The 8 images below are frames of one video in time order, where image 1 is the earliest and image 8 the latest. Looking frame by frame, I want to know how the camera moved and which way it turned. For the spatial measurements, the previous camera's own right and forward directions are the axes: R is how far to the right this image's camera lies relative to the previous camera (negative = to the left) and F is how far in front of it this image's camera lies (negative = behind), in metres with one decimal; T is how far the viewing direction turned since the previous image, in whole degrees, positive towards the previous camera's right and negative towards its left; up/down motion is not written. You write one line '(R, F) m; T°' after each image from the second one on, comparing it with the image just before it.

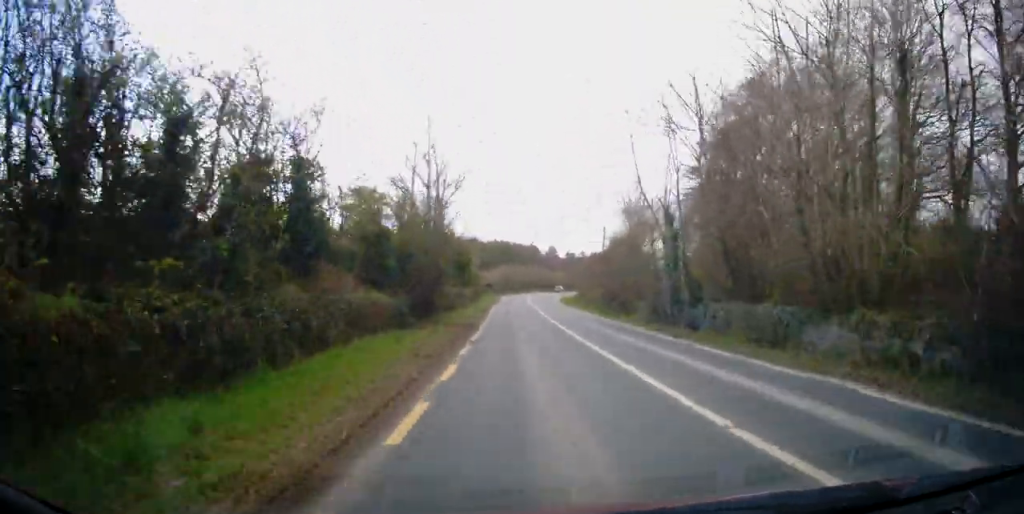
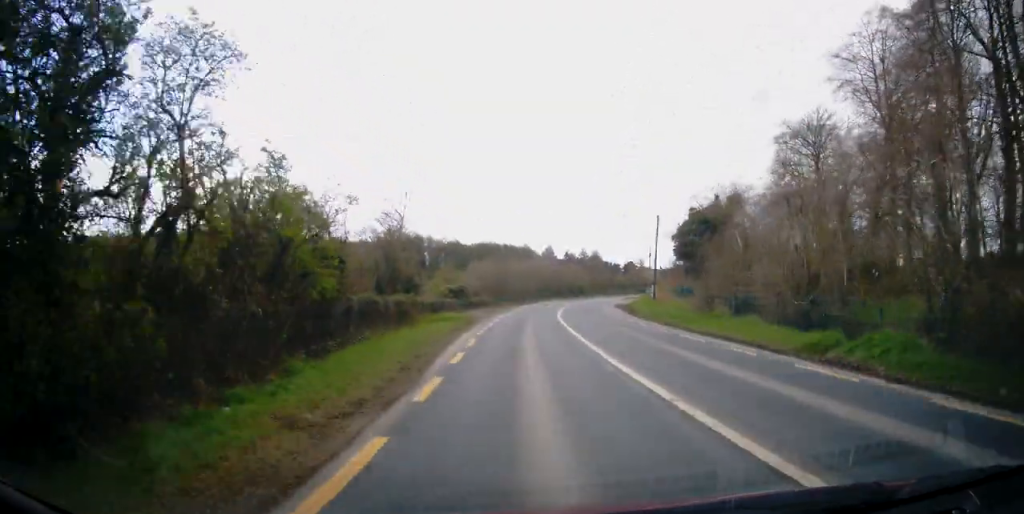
(+0.2, +54.2) m; +1°
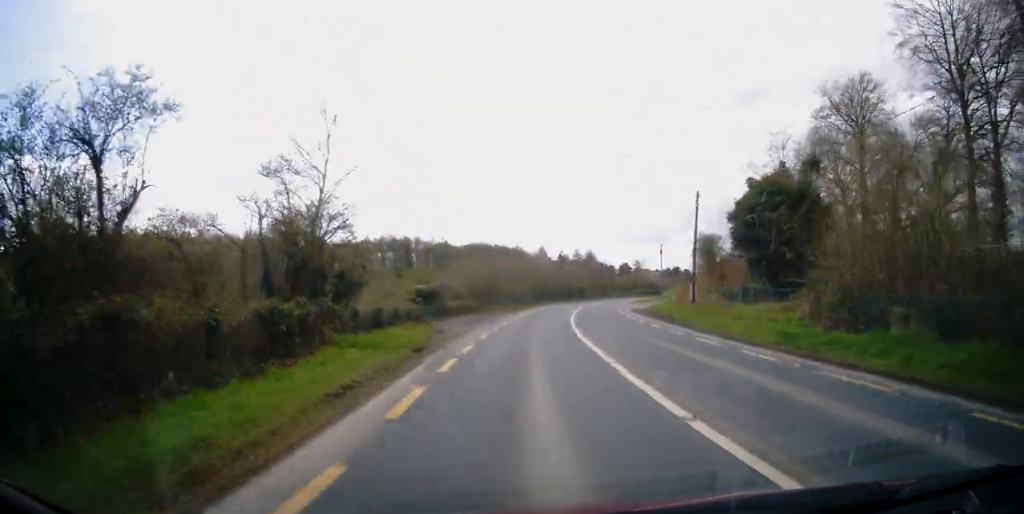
(0.0, +13.1) m; +1°
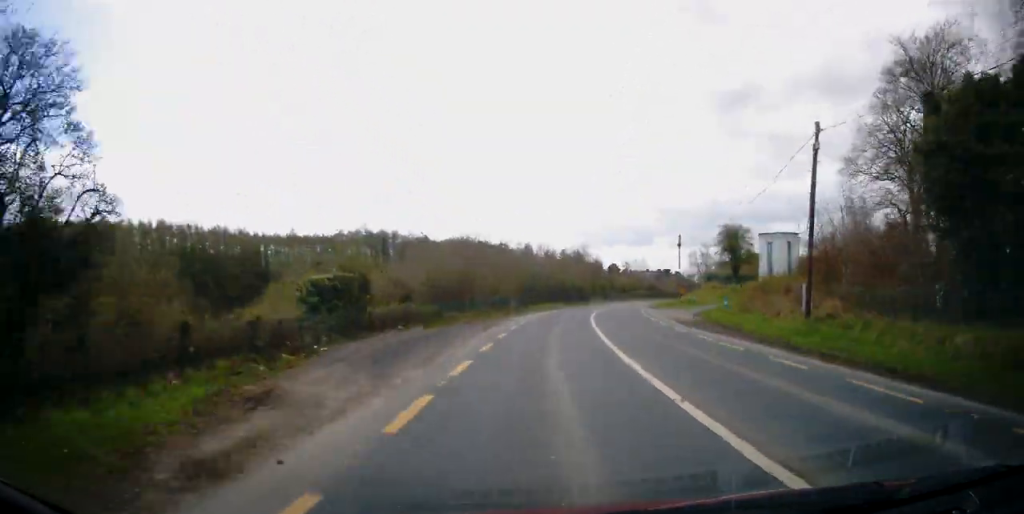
(+0.2, +16.9) m; +2°
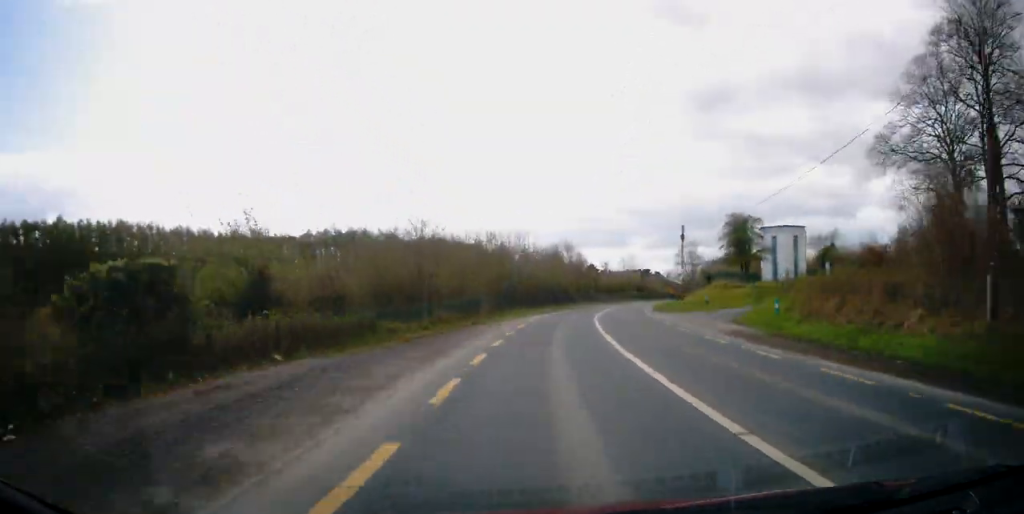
(0.0, +10.7) m; +1°
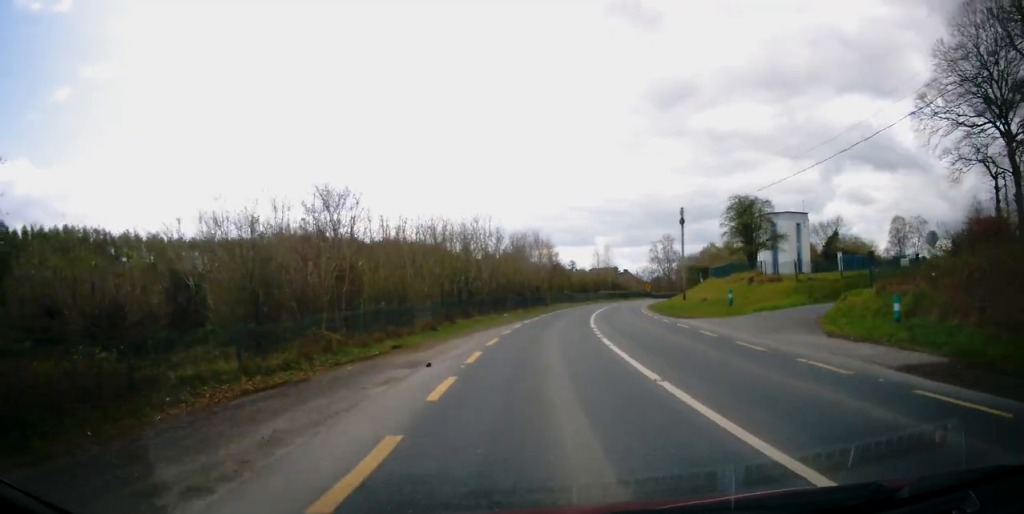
(+0.3, +11.6) m; +3°
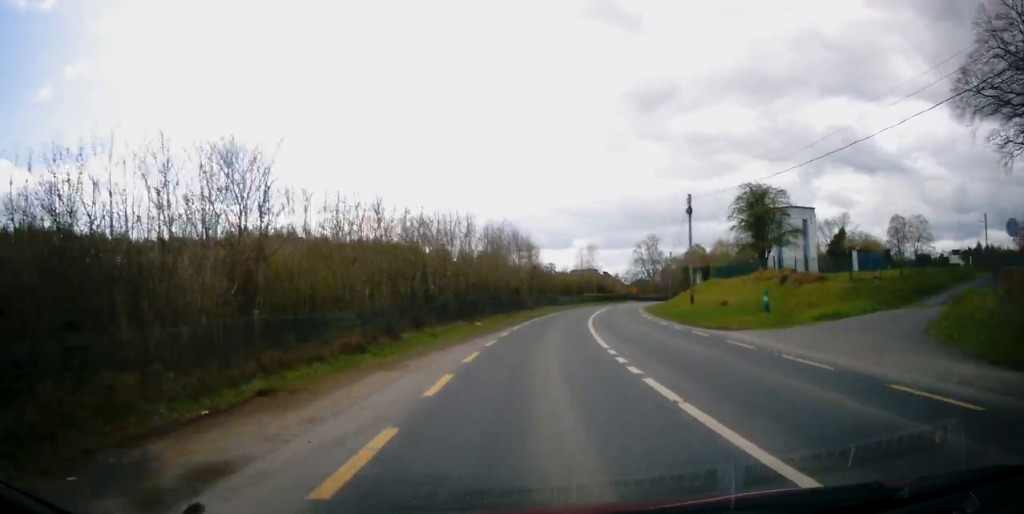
(+0.1, +7.7) m; +2°
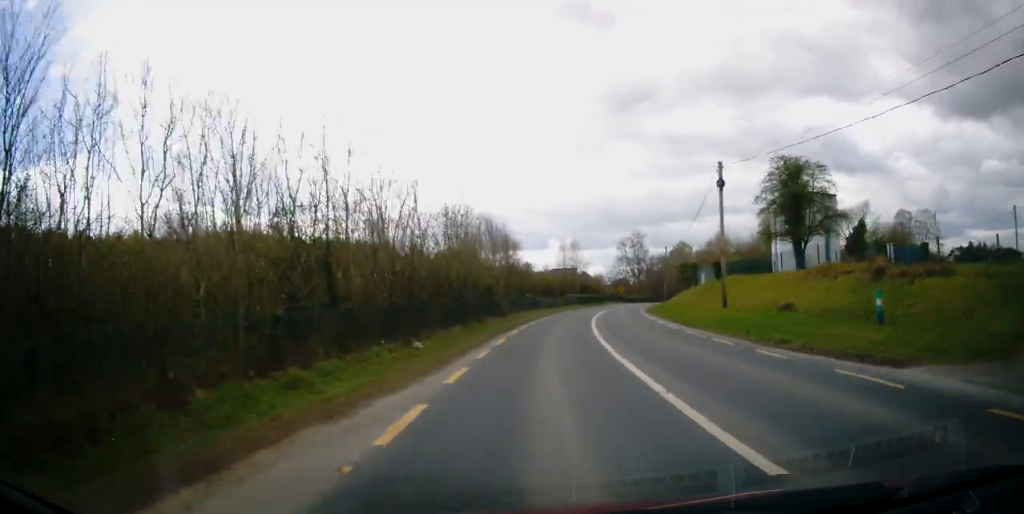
(+0.4, +10.6) m; +3°
